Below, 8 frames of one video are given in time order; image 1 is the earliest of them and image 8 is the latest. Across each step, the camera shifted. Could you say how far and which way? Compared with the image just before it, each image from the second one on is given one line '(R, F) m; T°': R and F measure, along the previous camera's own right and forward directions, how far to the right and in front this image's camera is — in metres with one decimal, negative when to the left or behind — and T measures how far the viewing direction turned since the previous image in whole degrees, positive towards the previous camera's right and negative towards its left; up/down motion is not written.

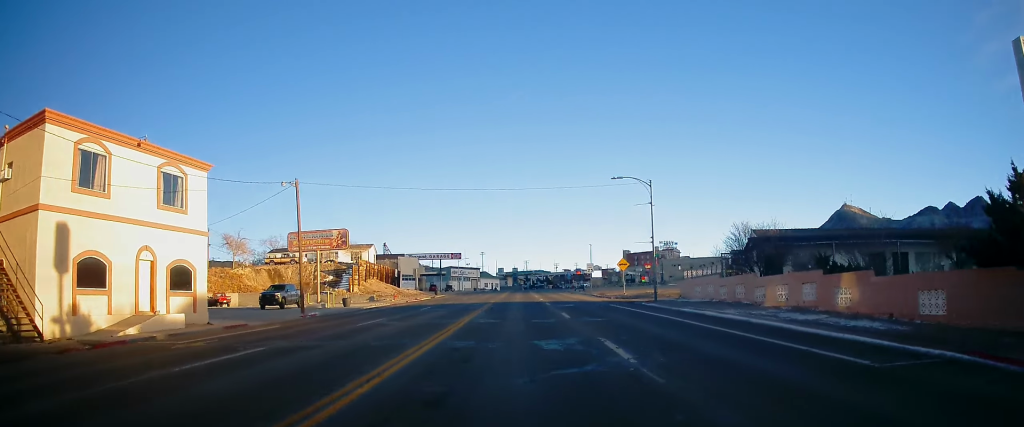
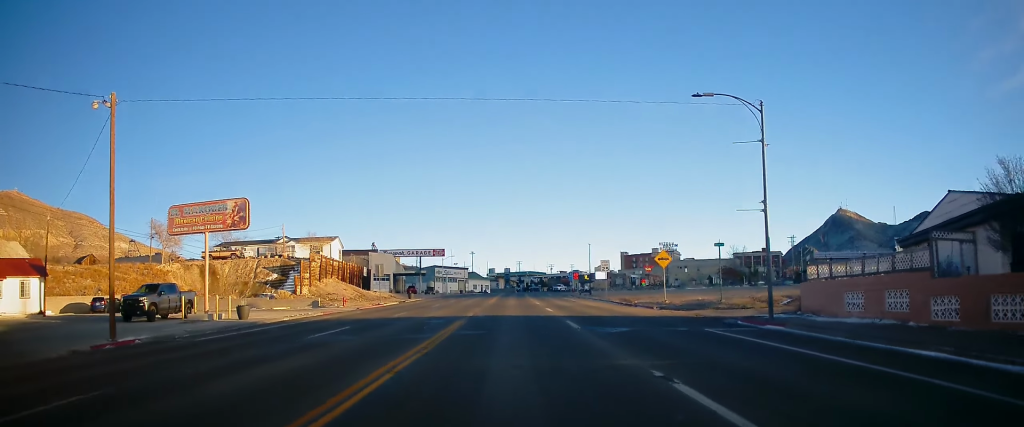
(+0.1, +17.5) m; -1°
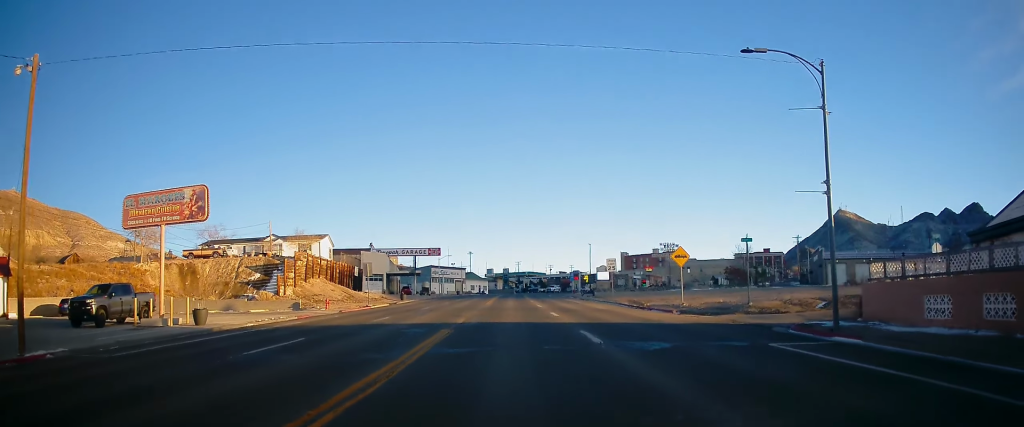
(0.0, +4.4) m; 0°
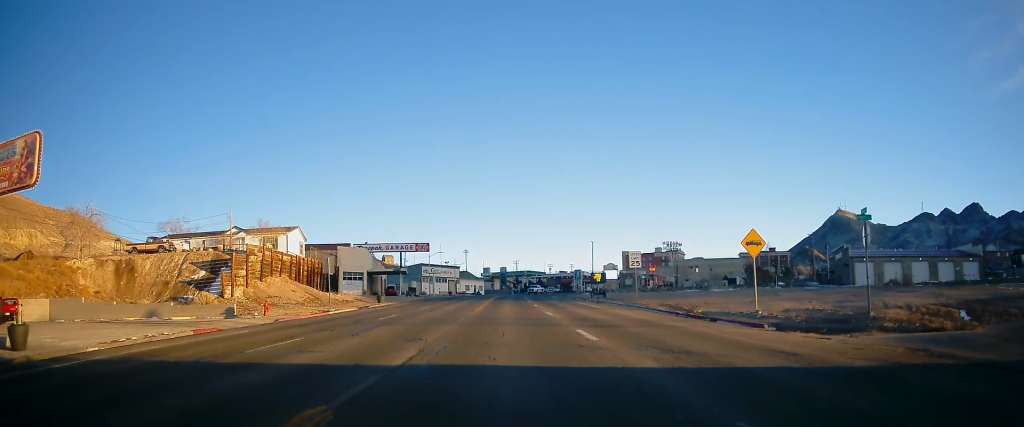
(0.0, +11.3) m; 0°
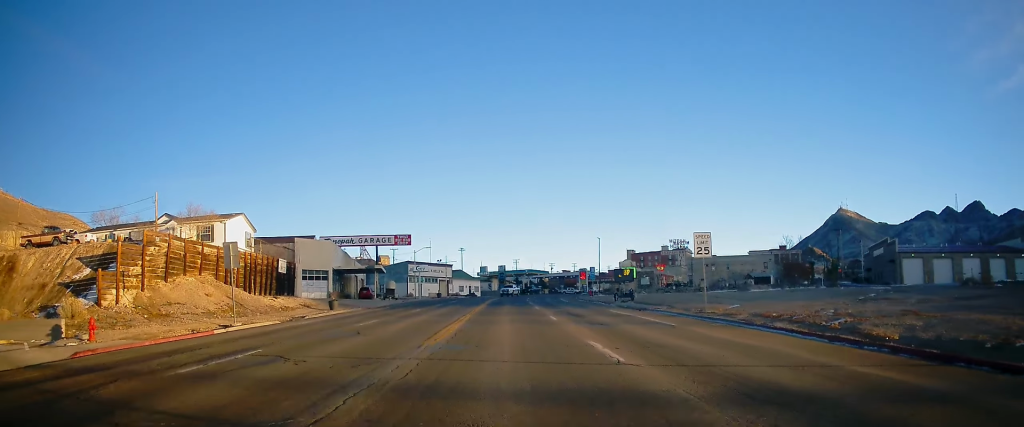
(+0.1, +15.8) m; +1°
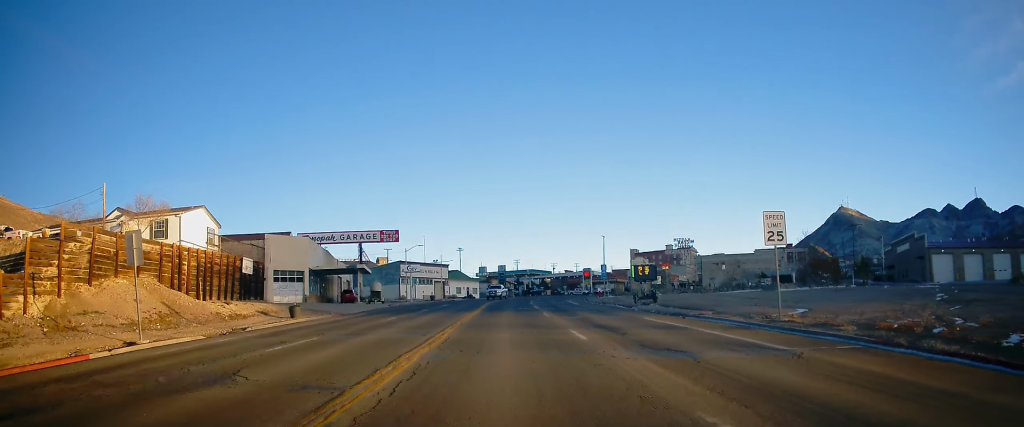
(0.0, +8.2) m; 0°
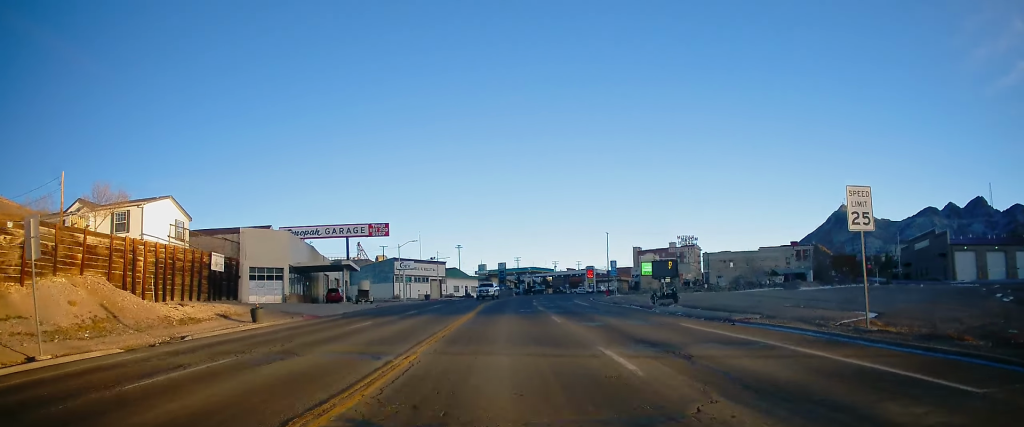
(0.0, +5.6) m; 0°
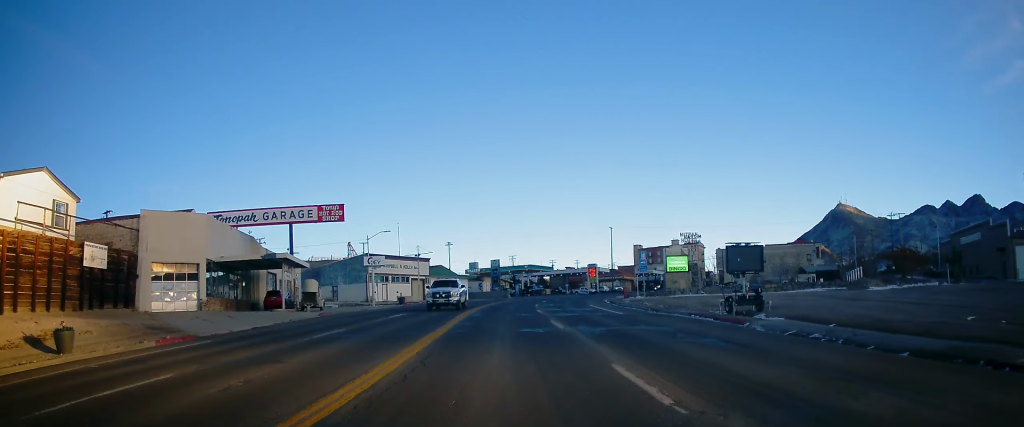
(+0.2, +14.6) m; +2°
